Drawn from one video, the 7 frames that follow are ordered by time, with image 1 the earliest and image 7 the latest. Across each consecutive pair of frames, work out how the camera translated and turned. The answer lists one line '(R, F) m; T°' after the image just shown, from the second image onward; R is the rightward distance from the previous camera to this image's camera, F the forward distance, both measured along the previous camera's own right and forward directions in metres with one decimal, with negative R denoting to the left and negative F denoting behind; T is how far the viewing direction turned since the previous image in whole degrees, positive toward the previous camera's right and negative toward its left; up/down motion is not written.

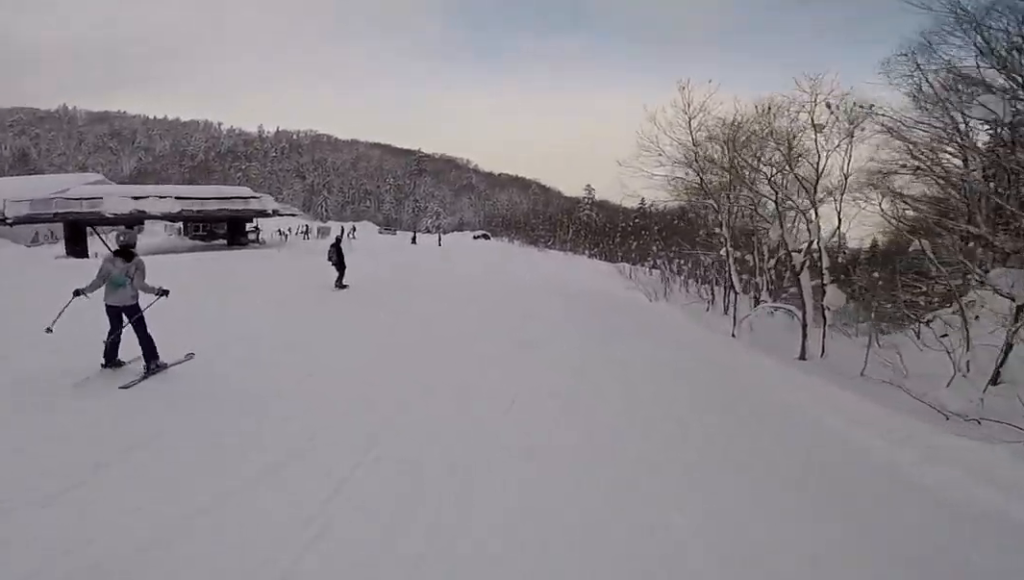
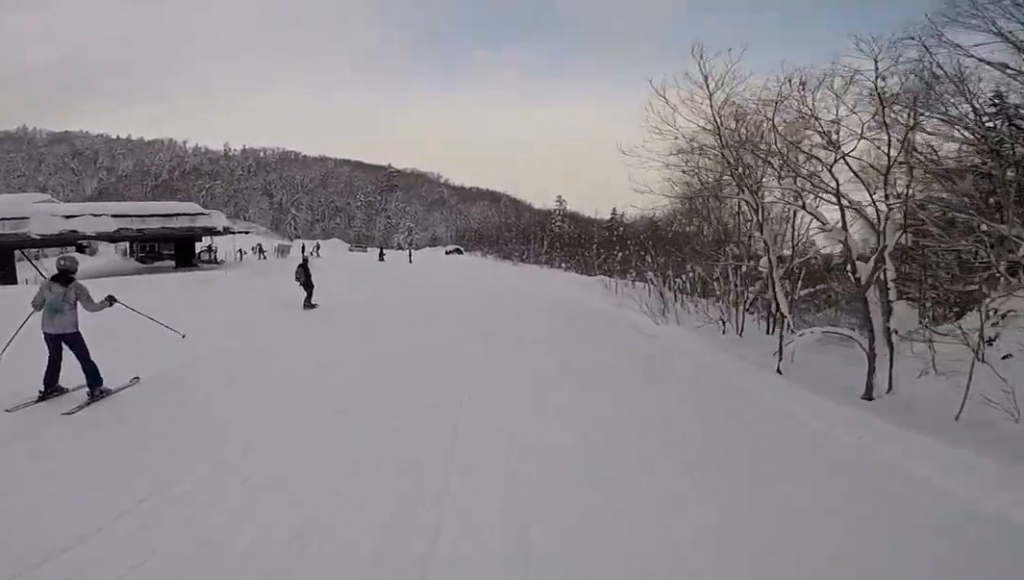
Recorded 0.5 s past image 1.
(-0.4, +3.7) m; -5°
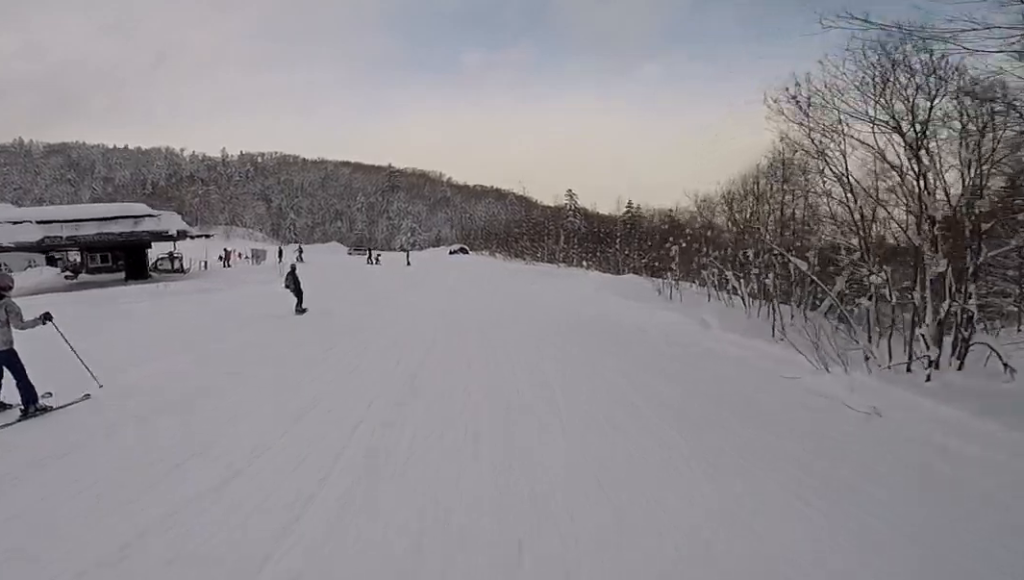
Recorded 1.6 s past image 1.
(-0.3, +7.6) m; -2°
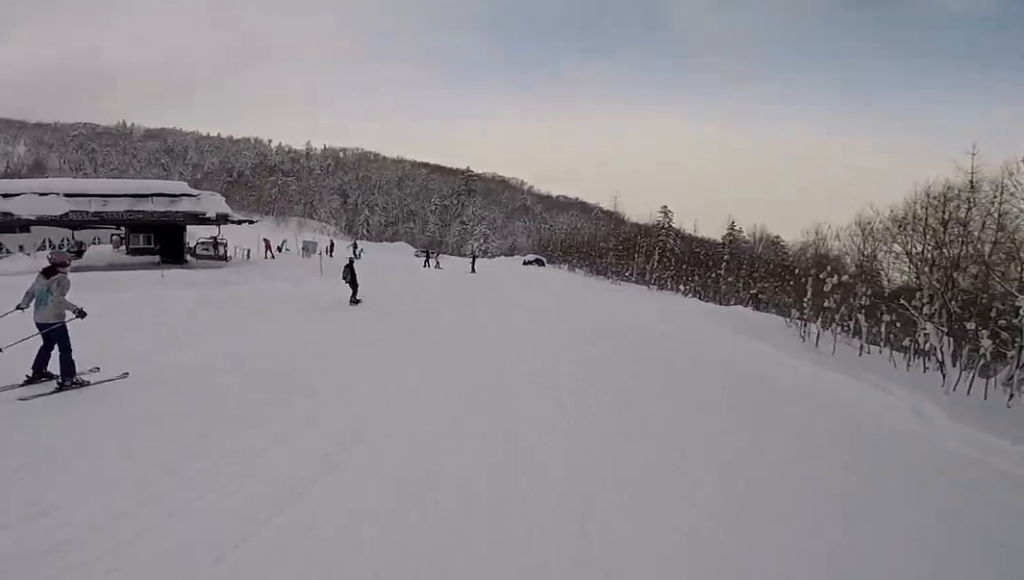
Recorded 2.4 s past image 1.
(0.0, +5.3) m; -6°
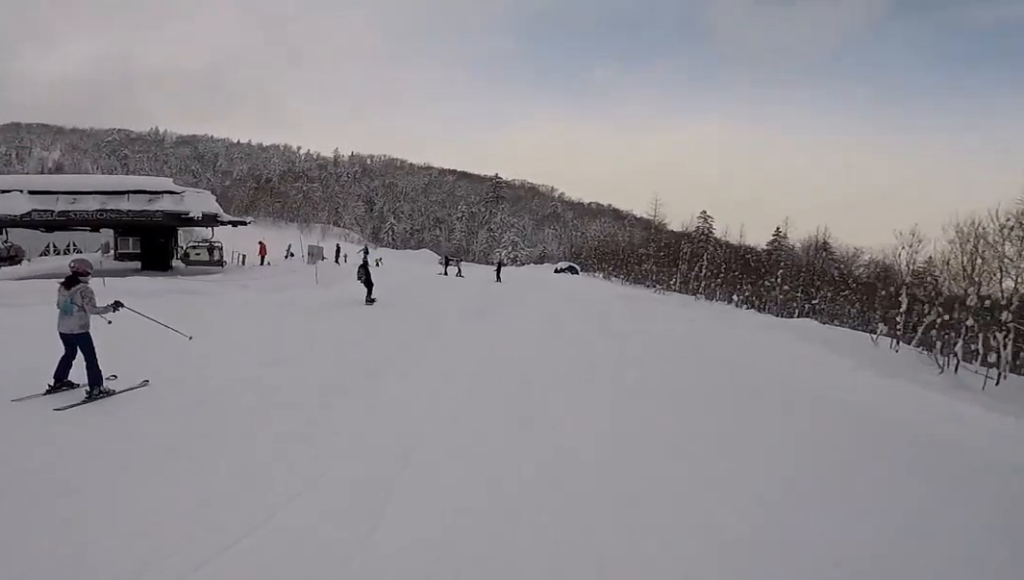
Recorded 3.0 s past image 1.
(-0.1, +4.4) m; -4°
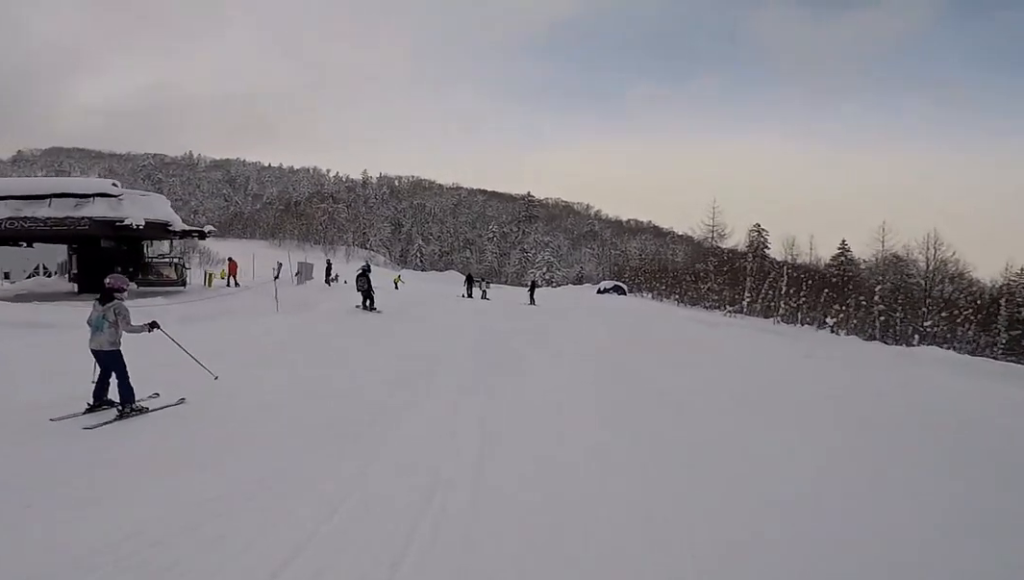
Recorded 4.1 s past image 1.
(-0.6, +6.6) m; 0°
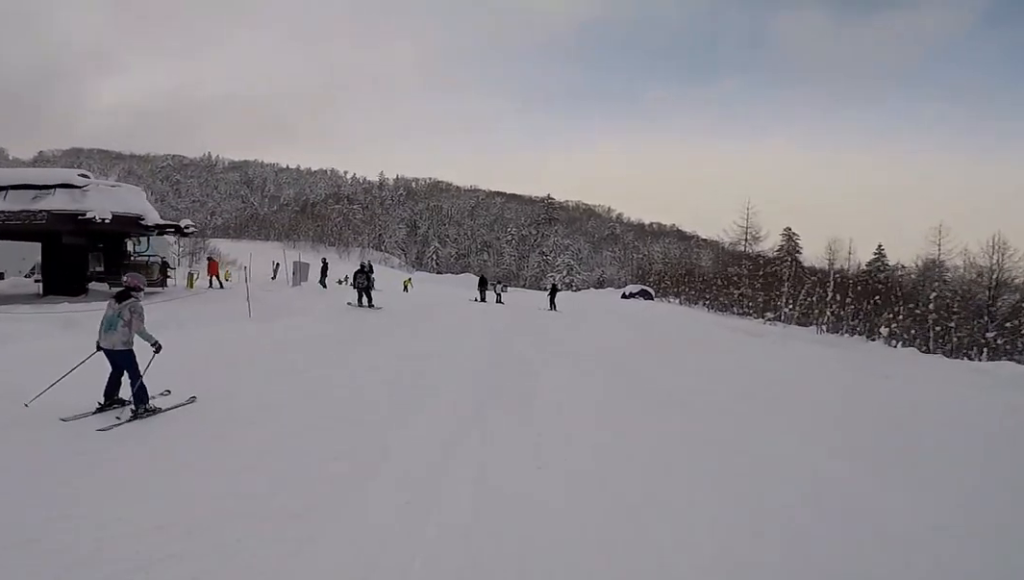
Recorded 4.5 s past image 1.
(+0.5, +2.7) m; 0°
